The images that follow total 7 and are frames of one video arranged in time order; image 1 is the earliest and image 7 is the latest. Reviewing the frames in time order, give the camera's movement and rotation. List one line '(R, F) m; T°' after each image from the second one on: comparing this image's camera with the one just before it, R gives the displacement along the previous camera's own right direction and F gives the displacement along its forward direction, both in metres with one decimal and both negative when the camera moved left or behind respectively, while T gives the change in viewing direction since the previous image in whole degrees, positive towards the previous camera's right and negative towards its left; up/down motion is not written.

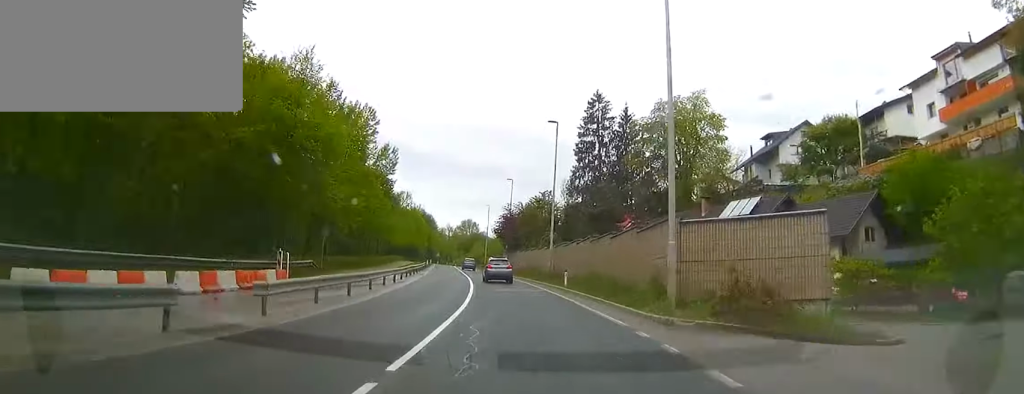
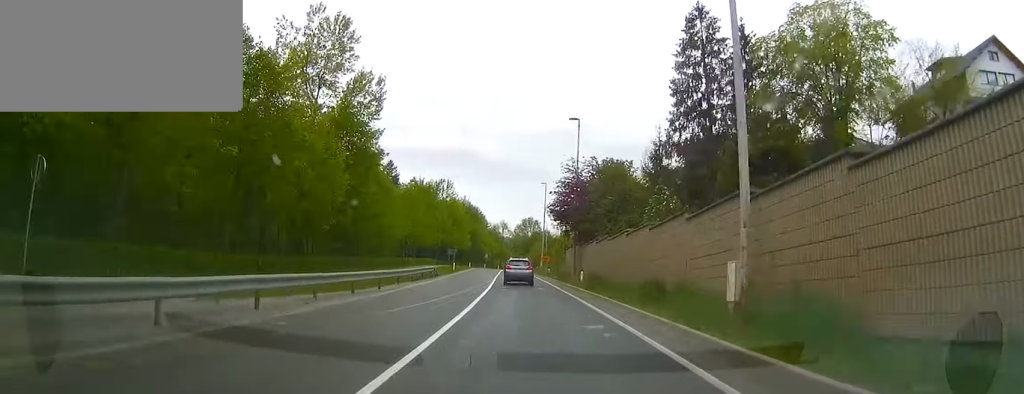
(-0.6, +28.8) m; -4°
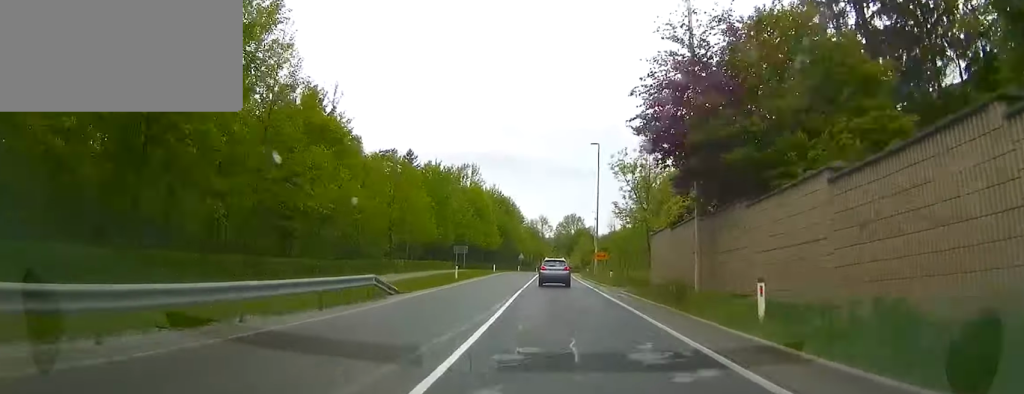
(-1.2, +21.7) m; -2°
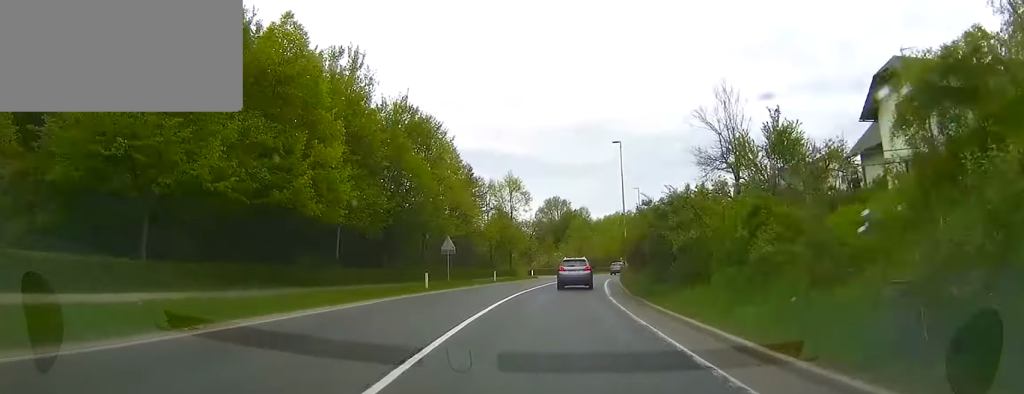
(-2.6, +56.0) m; -1°
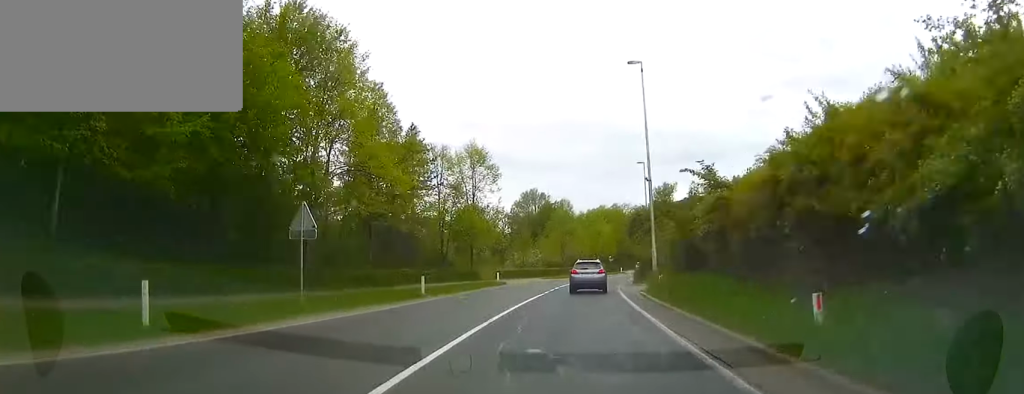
(+0.2, +18.6) m; +2°
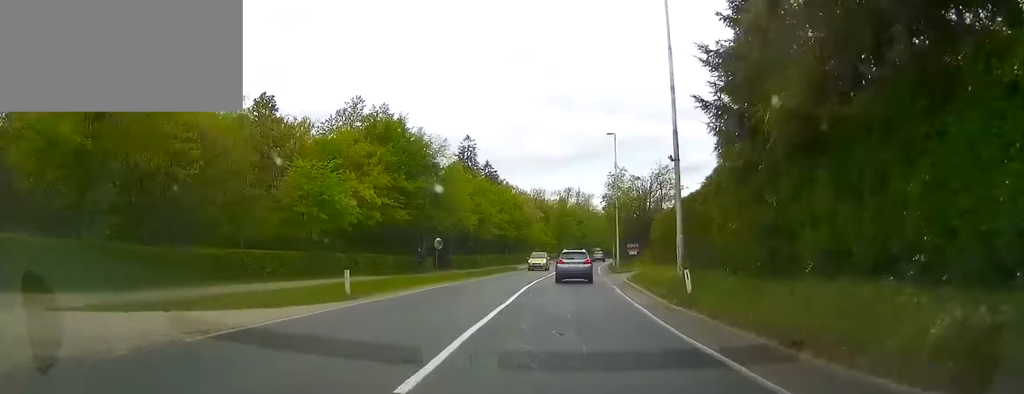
(+19.1, +96.9) m; +22°
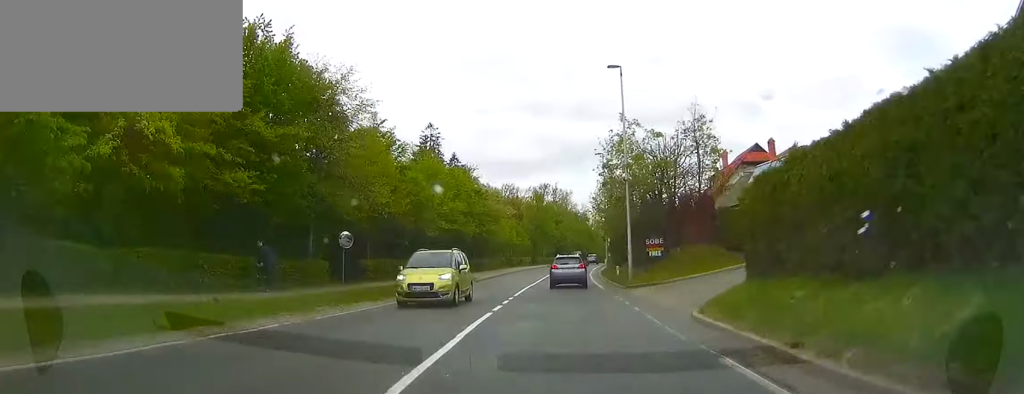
(+0.7, +17.0) m; +3°
